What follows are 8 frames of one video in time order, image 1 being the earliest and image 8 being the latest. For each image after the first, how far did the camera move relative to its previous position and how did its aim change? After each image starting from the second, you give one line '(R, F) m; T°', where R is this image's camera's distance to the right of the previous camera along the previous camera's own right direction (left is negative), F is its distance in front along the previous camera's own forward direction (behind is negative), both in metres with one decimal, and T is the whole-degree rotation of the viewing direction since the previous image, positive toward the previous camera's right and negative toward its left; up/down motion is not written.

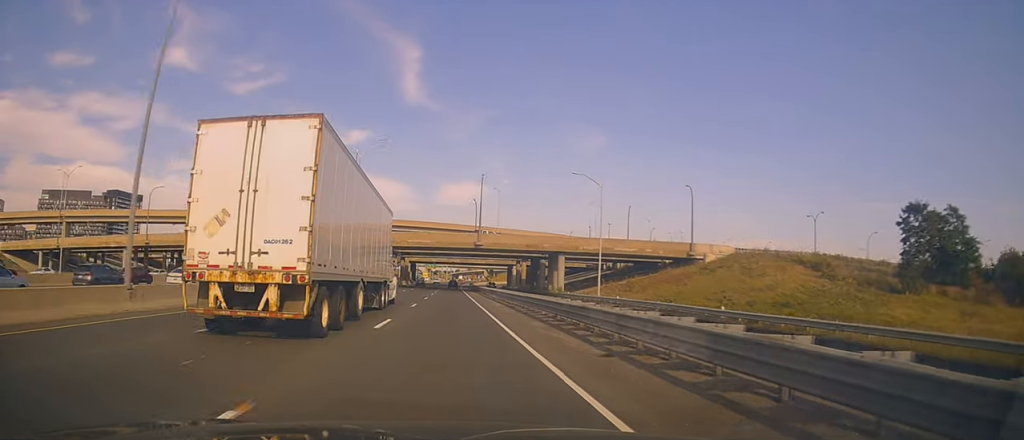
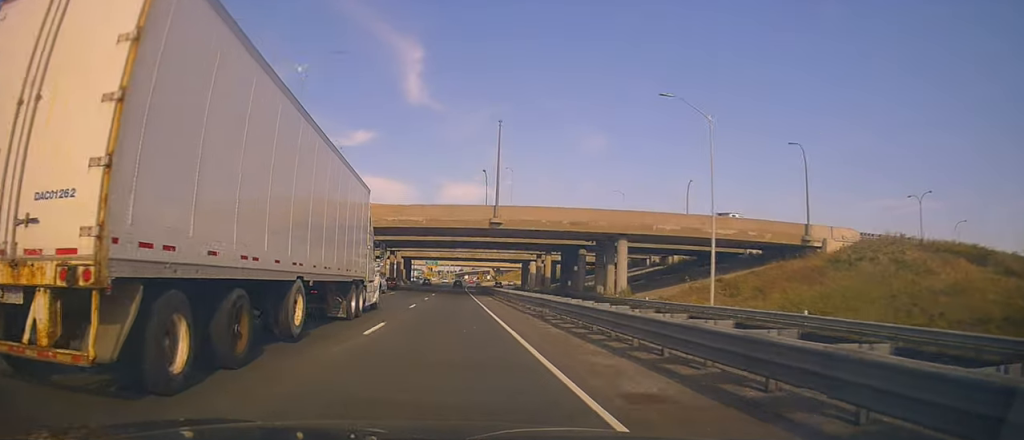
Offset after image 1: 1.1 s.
(-1.0, +25.7) m; -2°
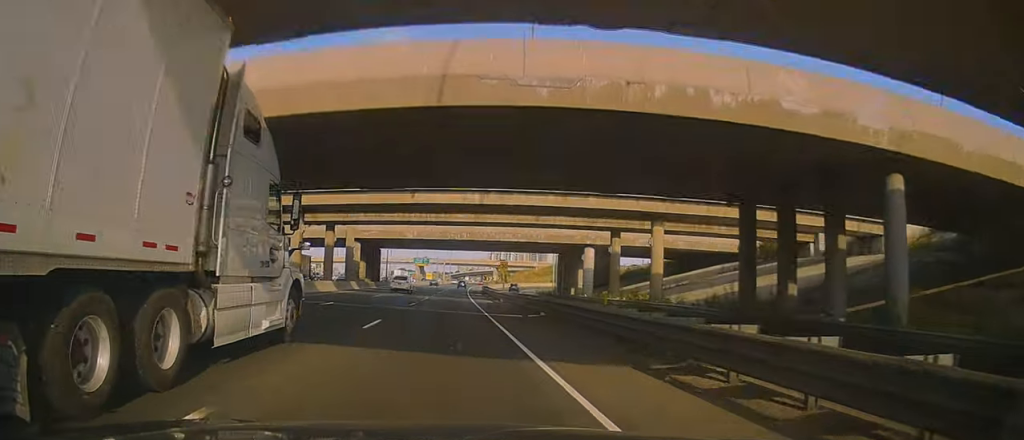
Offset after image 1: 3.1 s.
(+0.2, +47.5) m; -1°
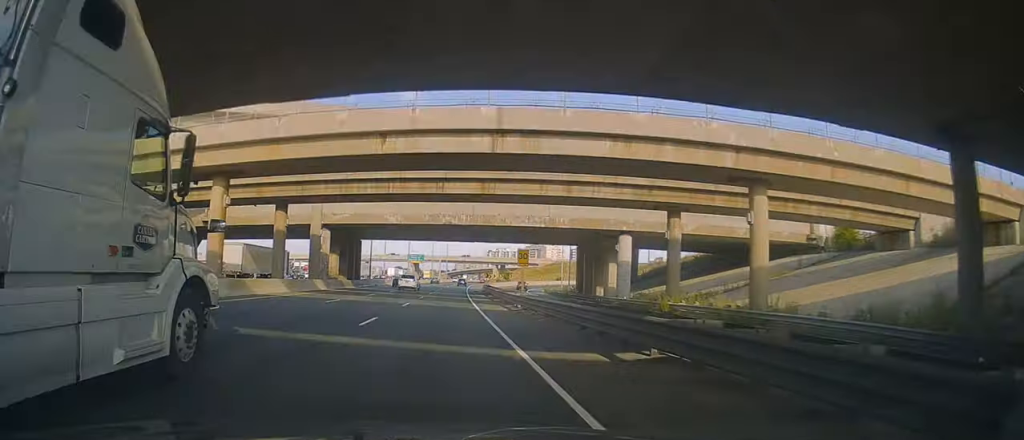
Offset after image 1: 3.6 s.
(-0.3, +14.1) m; +1°
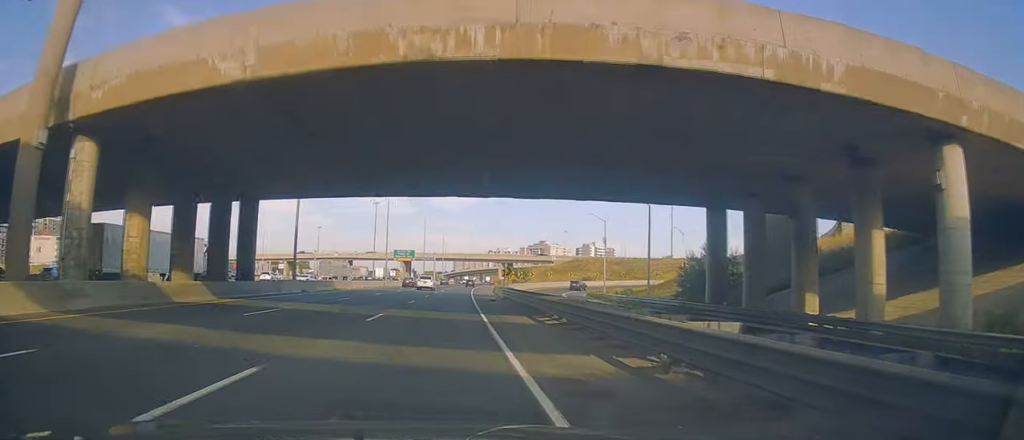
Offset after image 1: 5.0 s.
(+1.2, +34.4) m; +1°
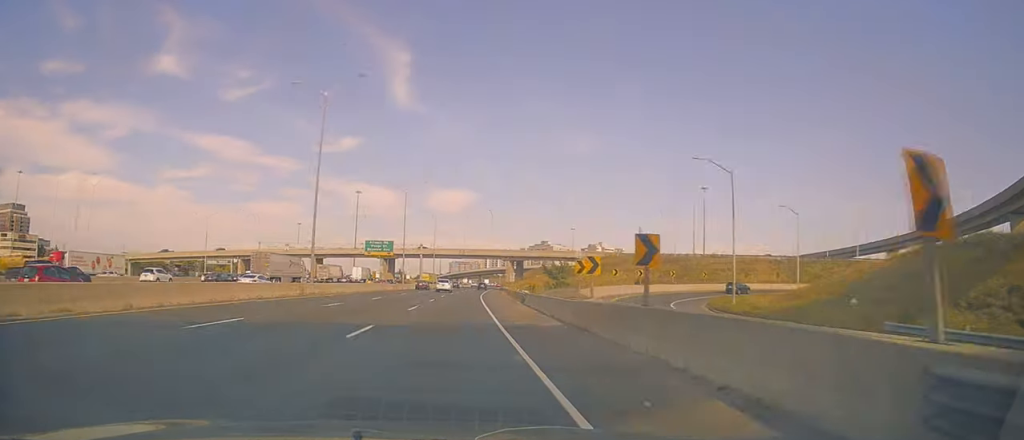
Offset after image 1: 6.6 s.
(-1.7, +40.1) m; -2°
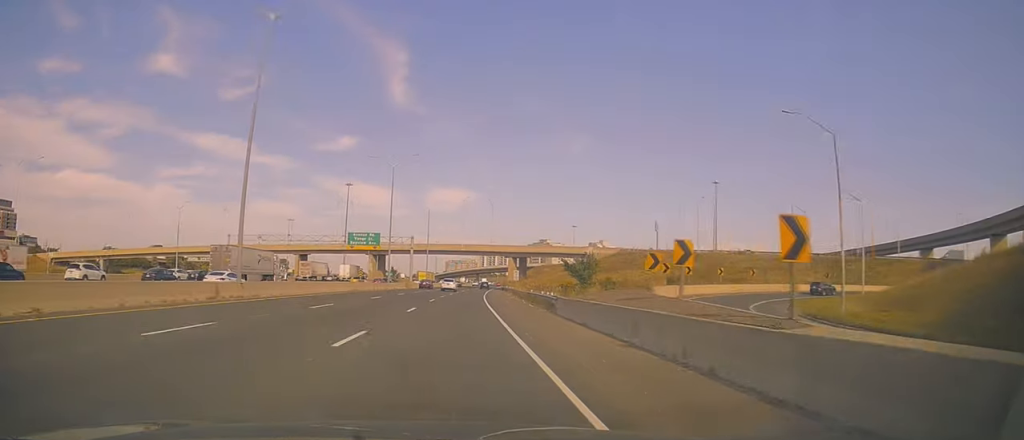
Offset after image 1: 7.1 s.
(0.0, +13.8) m; +1°
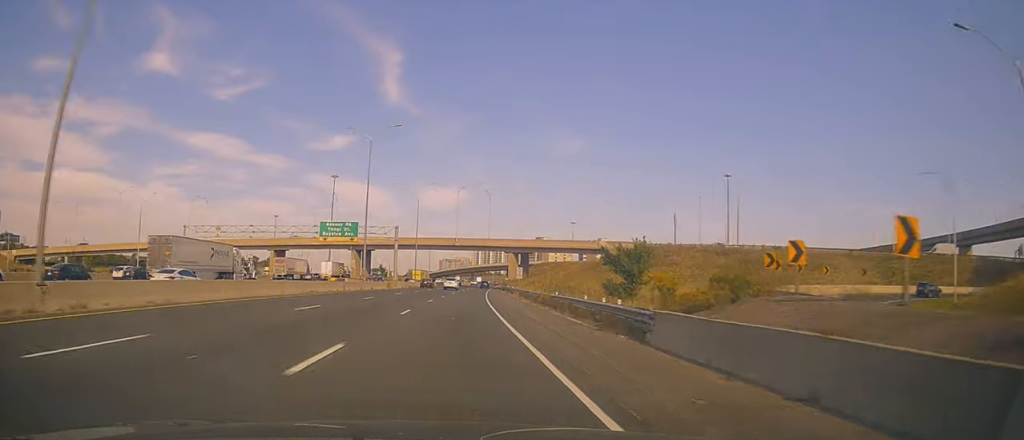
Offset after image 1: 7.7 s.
(+0.1, +15.0) m; +2°
